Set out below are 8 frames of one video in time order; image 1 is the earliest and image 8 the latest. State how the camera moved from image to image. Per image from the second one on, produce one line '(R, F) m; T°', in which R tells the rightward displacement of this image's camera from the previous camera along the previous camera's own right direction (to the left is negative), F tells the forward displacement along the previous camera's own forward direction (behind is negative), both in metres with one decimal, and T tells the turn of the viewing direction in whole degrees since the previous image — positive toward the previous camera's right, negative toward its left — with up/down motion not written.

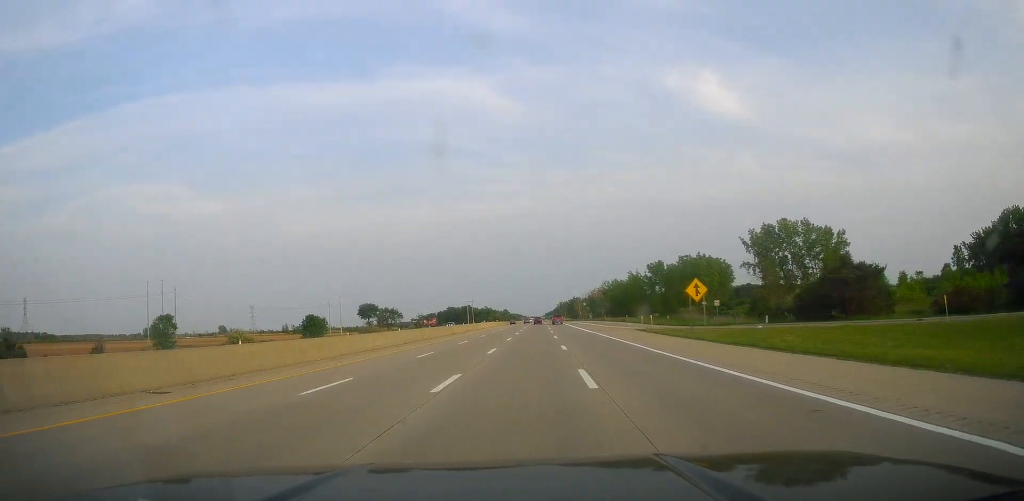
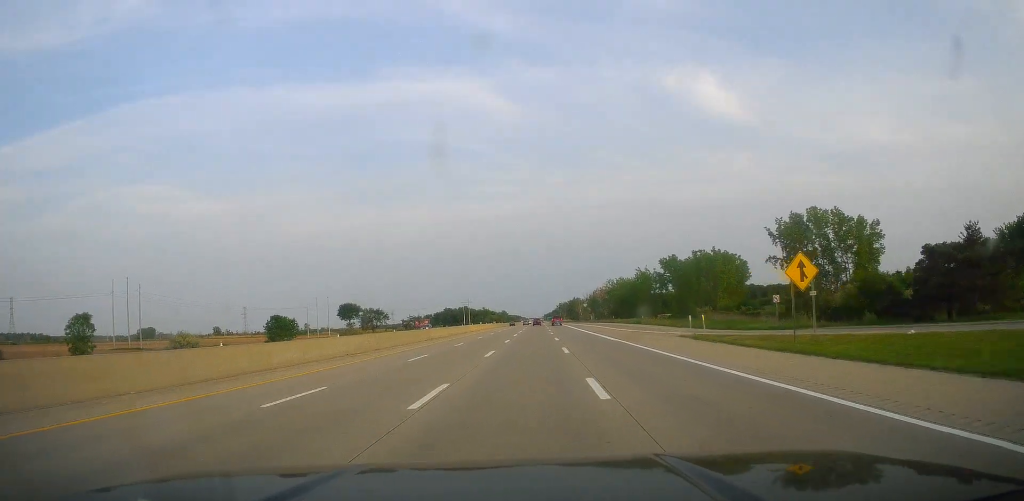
(+0.2, +17.5) m; +1°
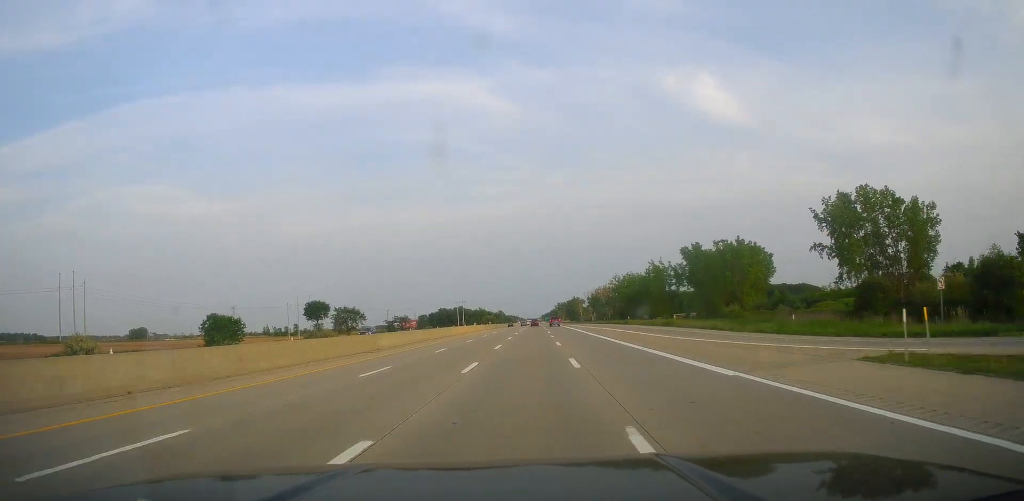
(+0.2, +22.9) m; 0°
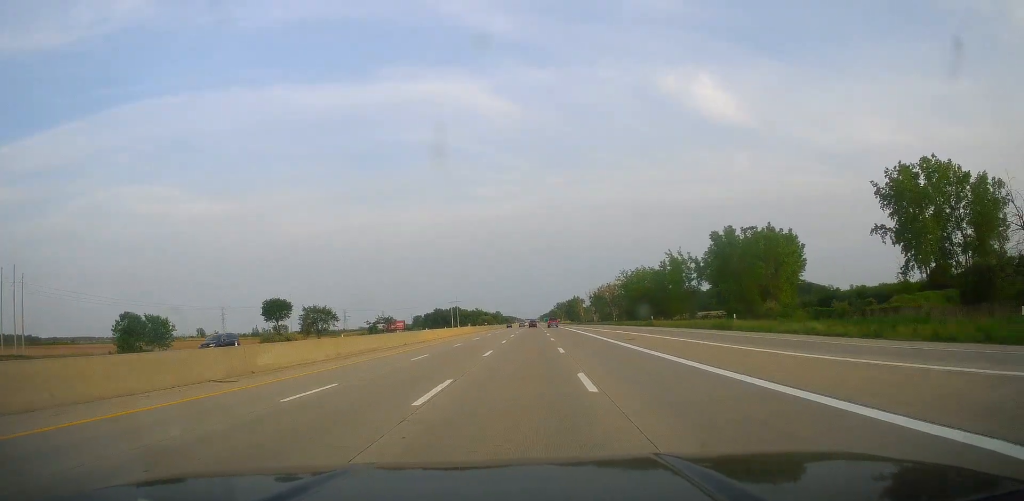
(+0.1, +21.8) m; 0°
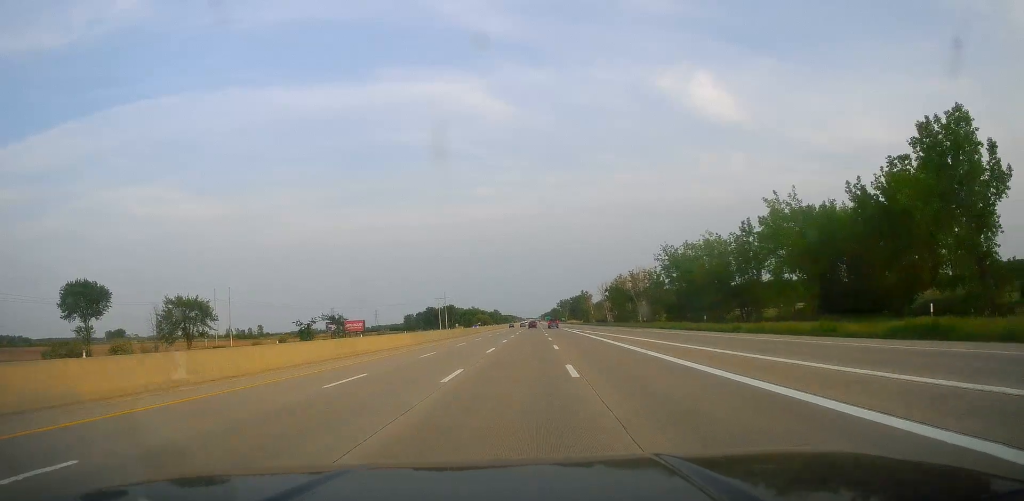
(0.0, +57.9) m; 0°
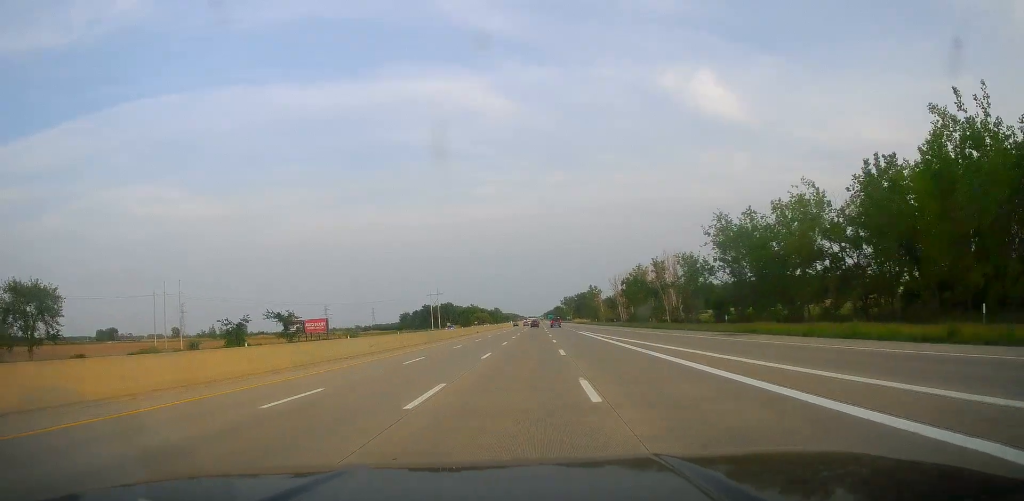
(-0.1, +34.9) m; 0°
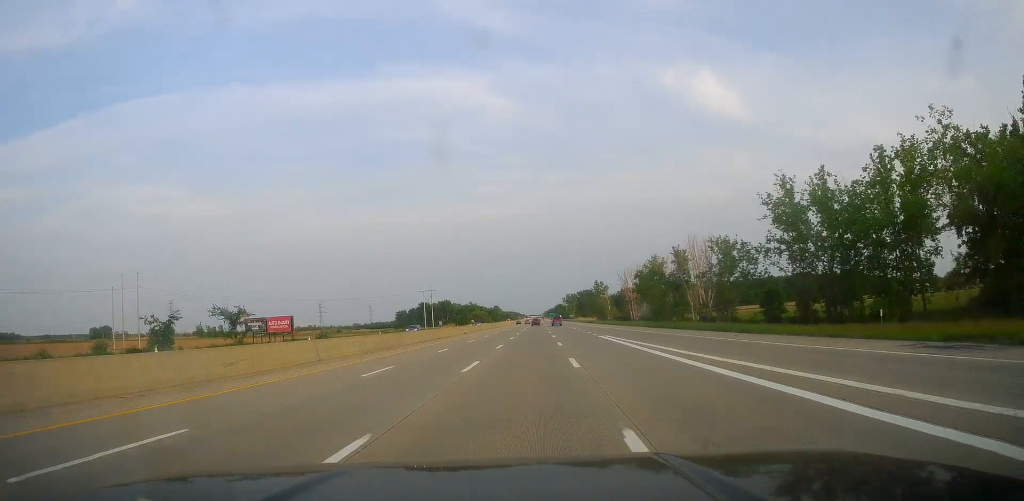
(0.0, +22.9) m; 0°
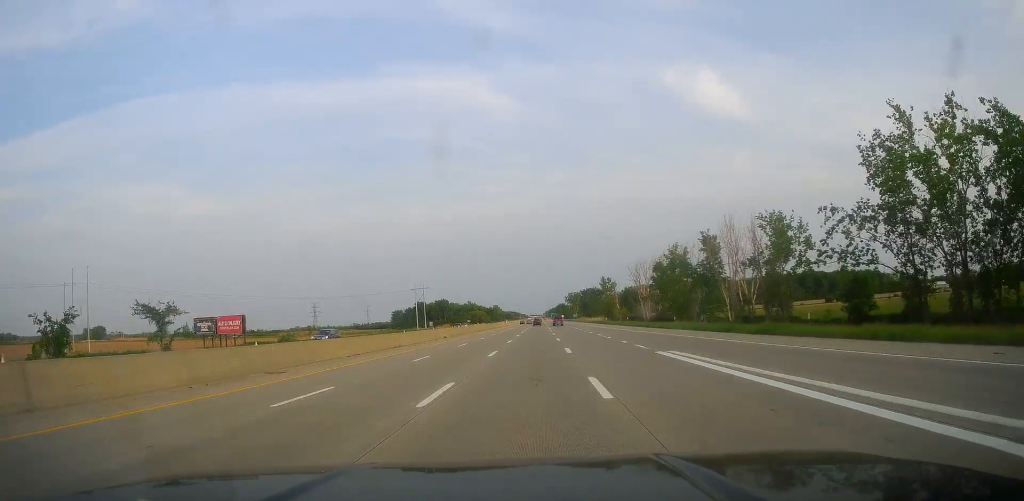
(+0.2, +22.9) m; 0°
